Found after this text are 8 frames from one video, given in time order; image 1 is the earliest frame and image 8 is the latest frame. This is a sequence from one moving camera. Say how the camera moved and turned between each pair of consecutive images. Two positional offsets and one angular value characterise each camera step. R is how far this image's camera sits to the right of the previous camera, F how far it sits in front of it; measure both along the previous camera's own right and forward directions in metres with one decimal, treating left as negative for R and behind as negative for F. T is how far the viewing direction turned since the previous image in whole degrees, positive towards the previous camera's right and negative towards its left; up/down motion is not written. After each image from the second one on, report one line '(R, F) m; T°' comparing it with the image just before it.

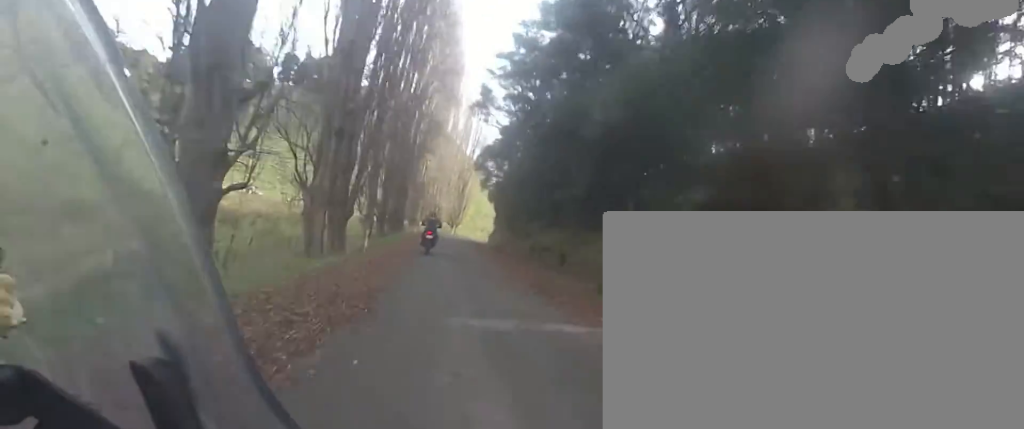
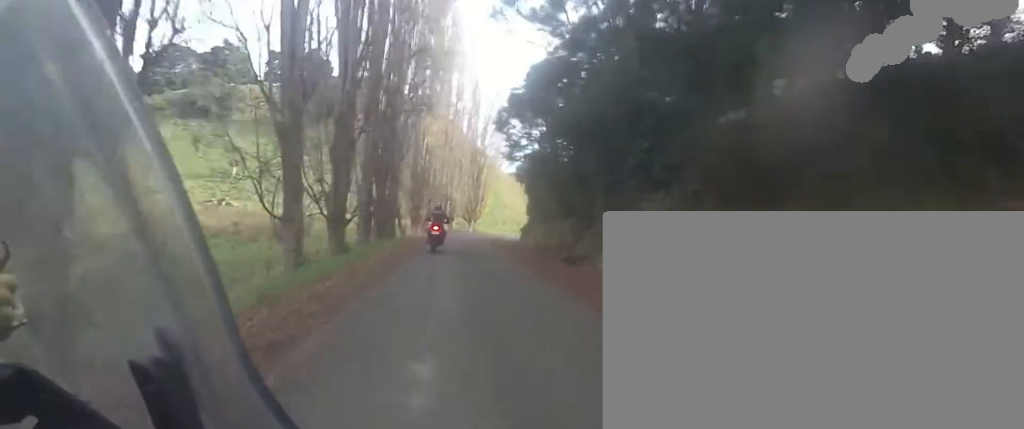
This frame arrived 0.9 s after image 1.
(-1.9, +16.8) m; -7°
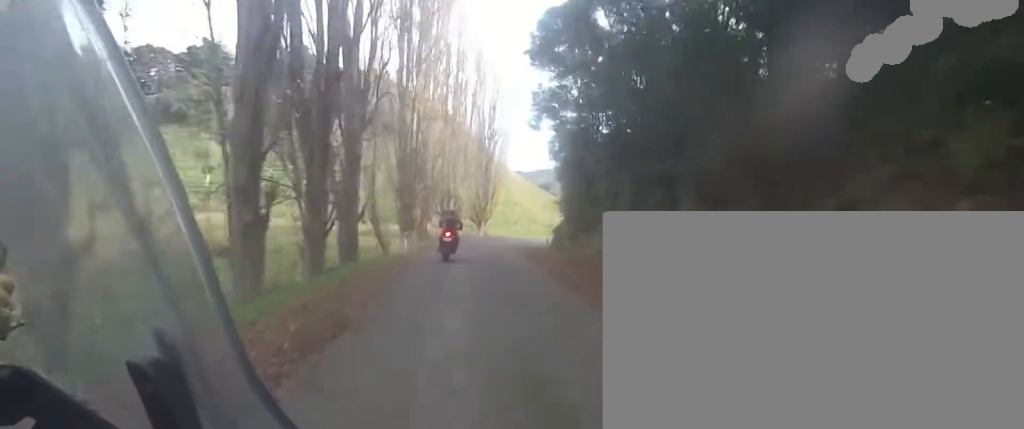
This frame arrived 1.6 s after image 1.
(-0.2, +16.7) m; +1°
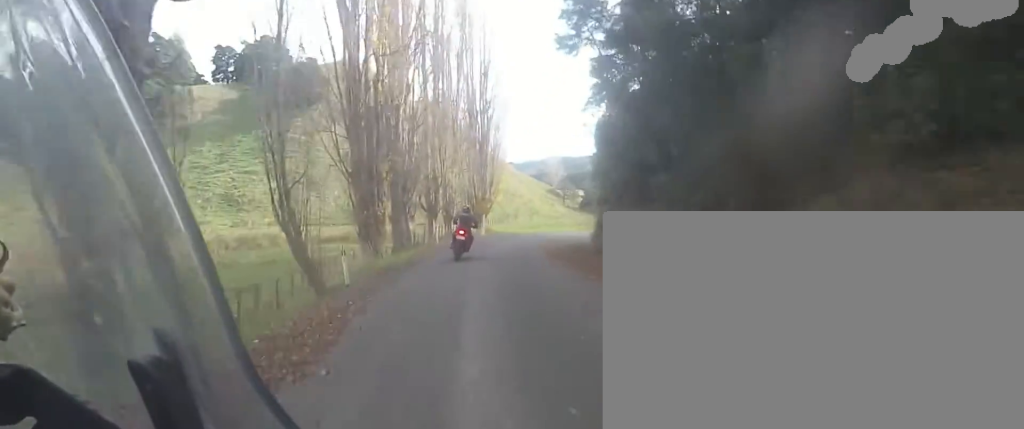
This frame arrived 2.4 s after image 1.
(+0.3, +14.9) m; +3°
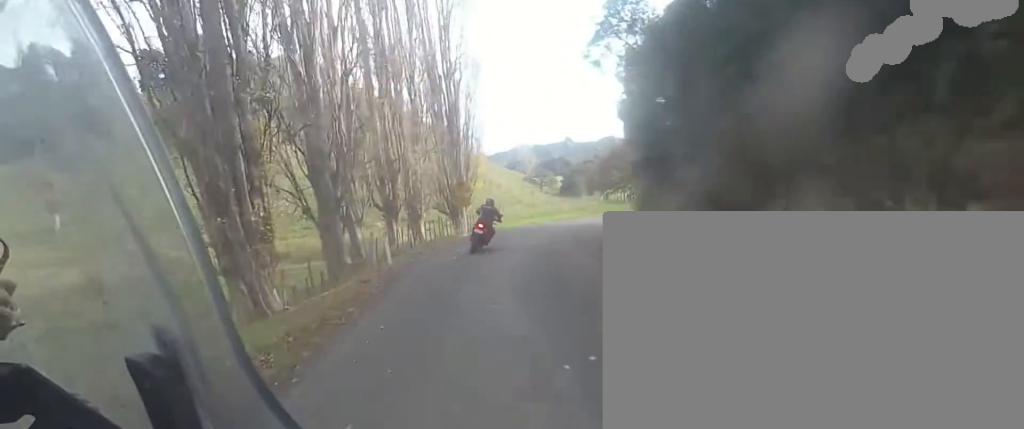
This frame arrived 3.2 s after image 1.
(+0.4, +14.3) m; +6°
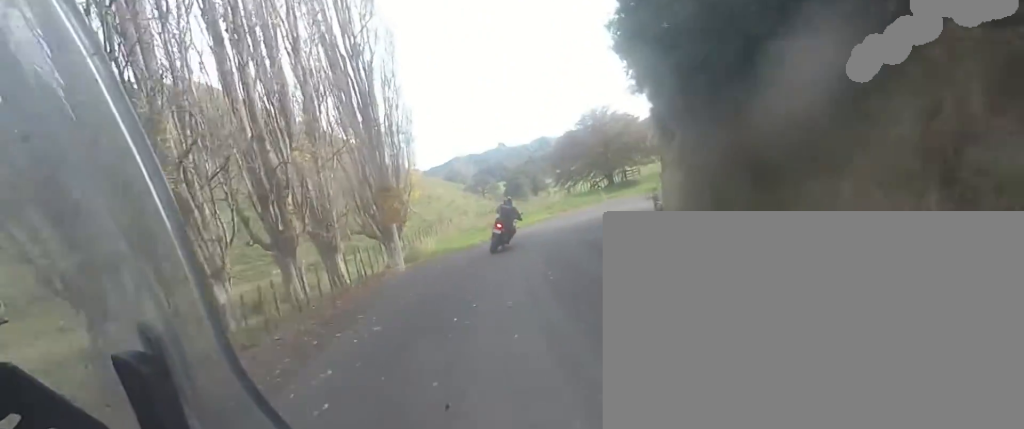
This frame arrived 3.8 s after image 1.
(0.0, +11.1) m; +8°
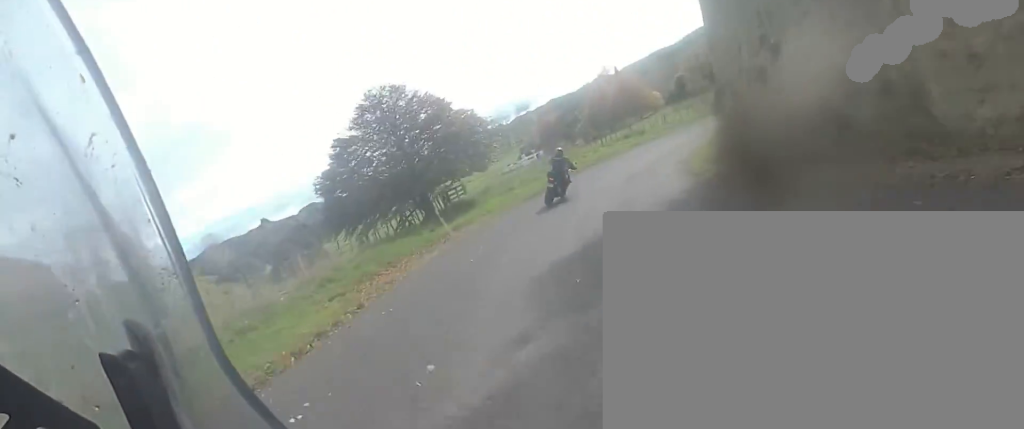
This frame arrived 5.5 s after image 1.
(+6.4, +21.8) m; +27°
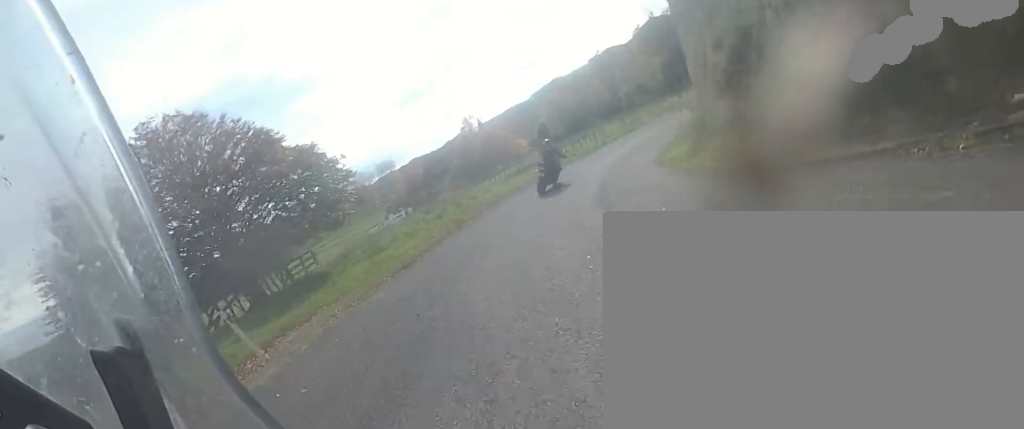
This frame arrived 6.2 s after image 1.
(+0.7, +8.7) m; +10°
